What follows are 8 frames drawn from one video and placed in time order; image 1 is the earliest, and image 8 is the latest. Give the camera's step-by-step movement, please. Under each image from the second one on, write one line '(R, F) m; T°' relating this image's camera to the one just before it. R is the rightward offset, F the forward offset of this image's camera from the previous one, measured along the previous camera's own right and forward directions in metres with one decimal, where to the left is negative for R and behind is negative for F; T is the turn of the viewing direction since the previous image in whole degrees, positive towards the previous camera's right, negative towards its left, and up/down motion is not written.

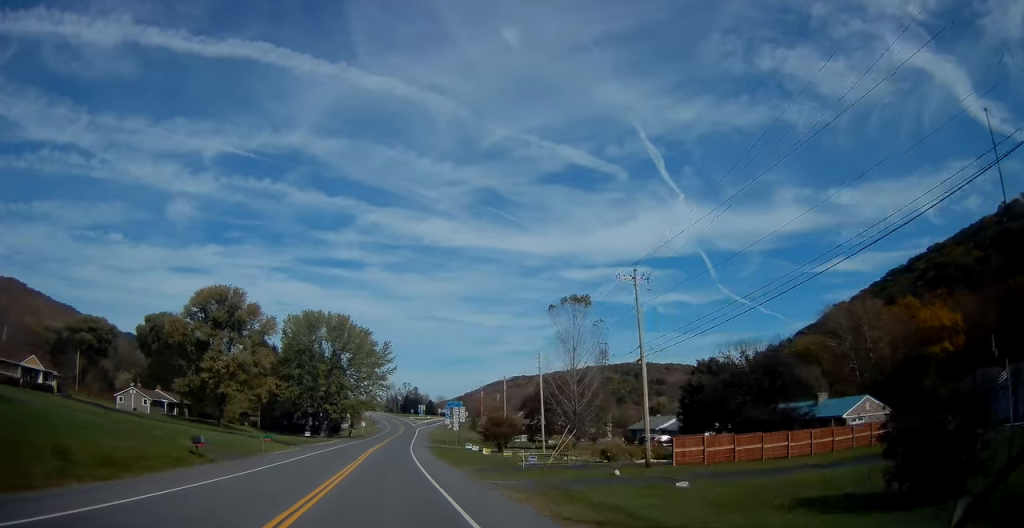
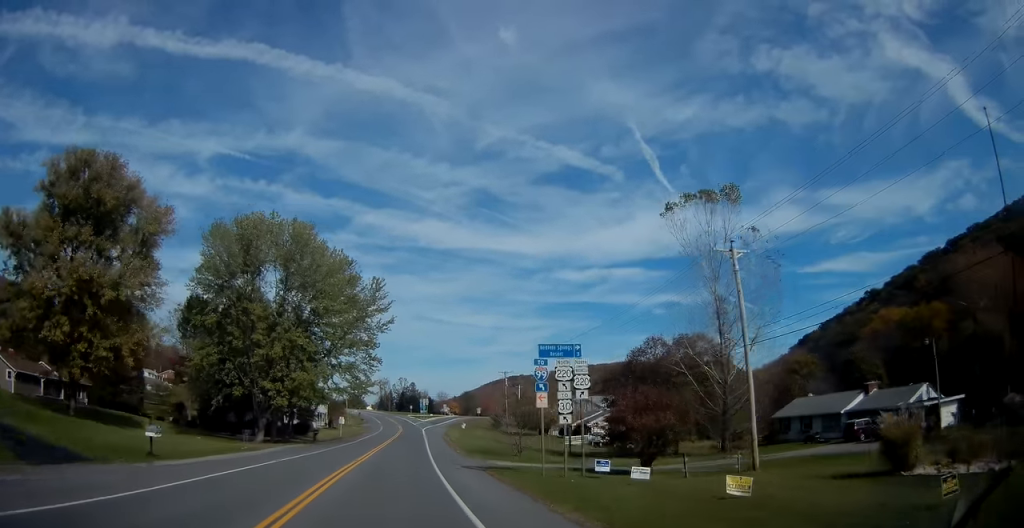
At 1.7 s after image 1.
(+0.2, +43.1) m; +1°
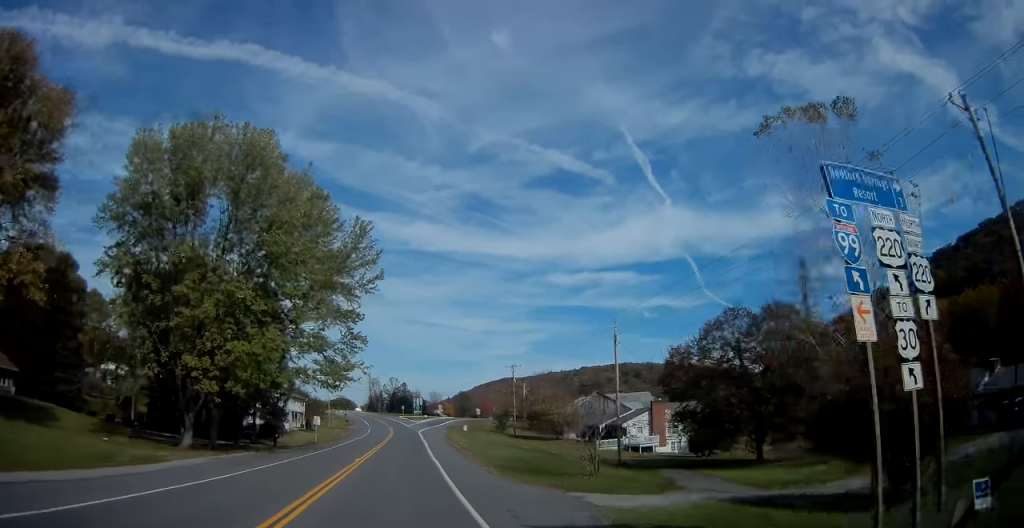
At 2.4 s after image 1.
(0.0, +17.8) m; 0°
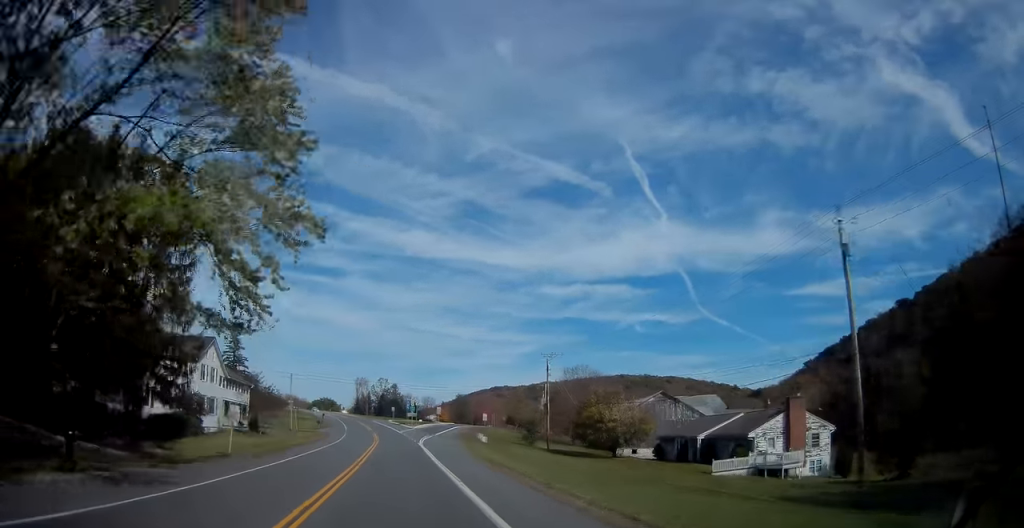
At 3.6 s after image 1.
(+0.2, +30.5) m; +1°
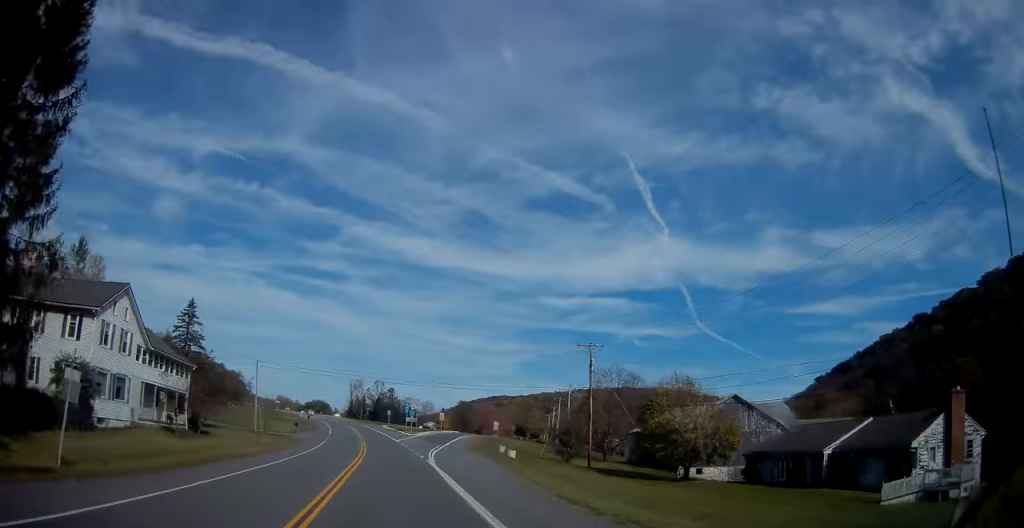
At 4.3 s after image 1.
(+0.1, +18.6) m; 0°
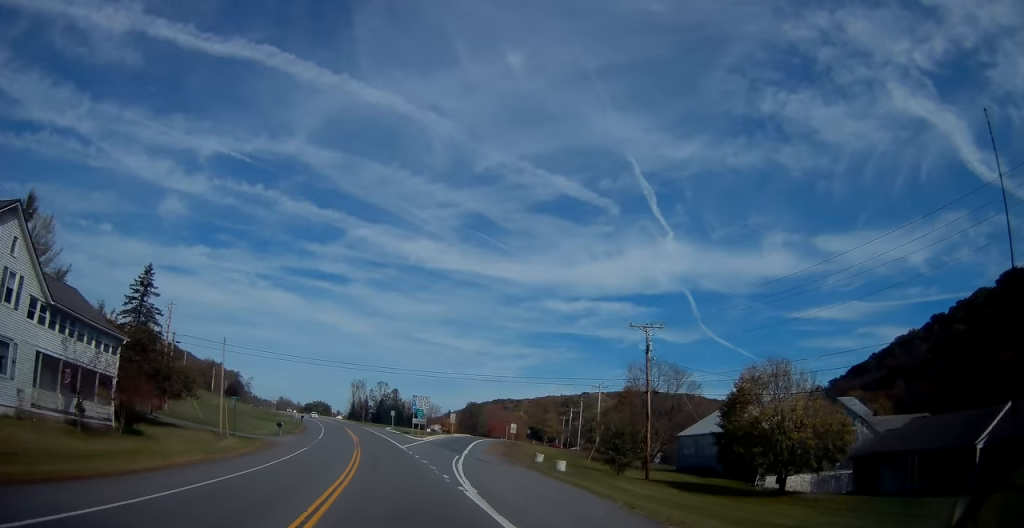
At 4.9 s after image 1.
(0.0, +13.6) m; 0°
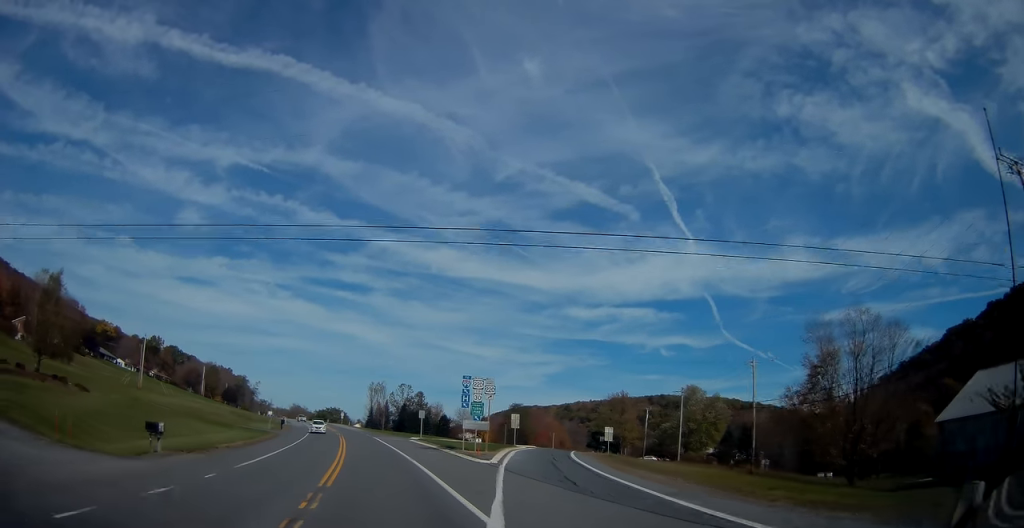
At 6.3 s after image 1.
(0.0, +37.2) m; 0°
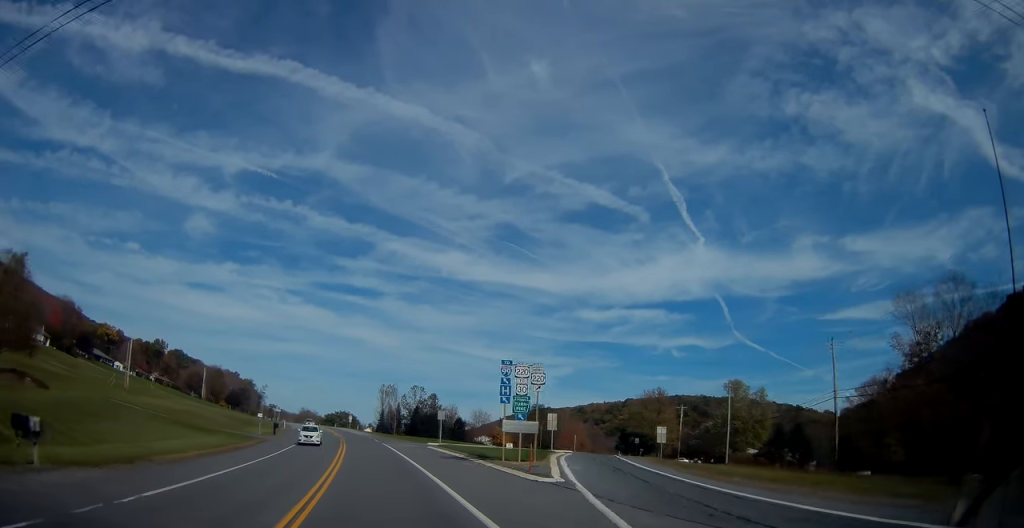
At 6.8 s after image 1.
(0.0, +10.9) m; 0°
